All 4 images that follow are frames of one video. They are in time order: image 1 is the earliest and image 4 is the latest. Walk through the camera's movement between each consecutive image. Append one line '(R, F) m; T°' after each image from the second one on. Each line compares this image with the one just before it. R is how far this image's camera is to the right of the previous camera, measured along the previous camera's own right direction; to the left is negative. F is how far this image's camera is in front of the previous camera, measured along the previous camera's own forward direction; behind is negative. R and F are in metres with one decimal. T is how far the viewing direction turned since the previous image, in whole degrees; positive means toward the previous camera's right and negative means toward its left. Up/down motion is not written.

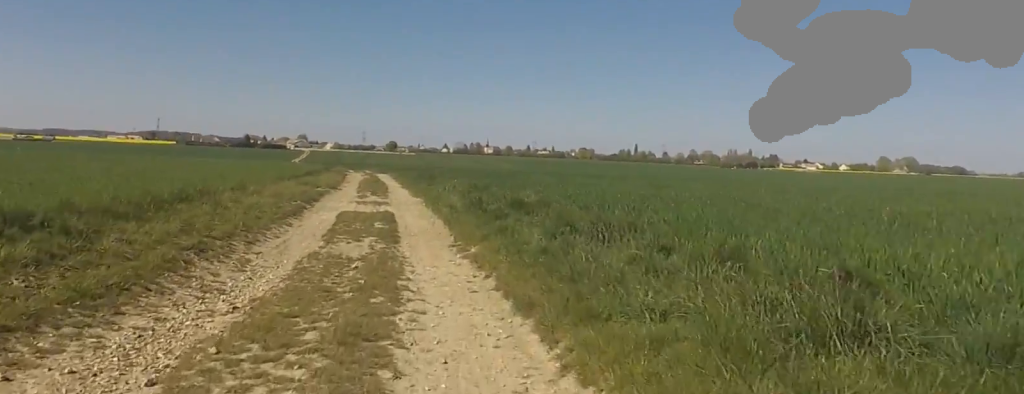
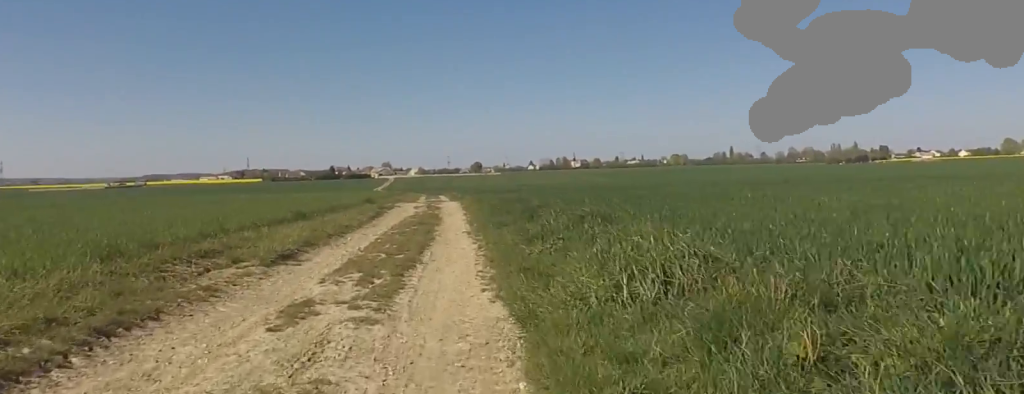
(-1.1, +10.2) m; -14°
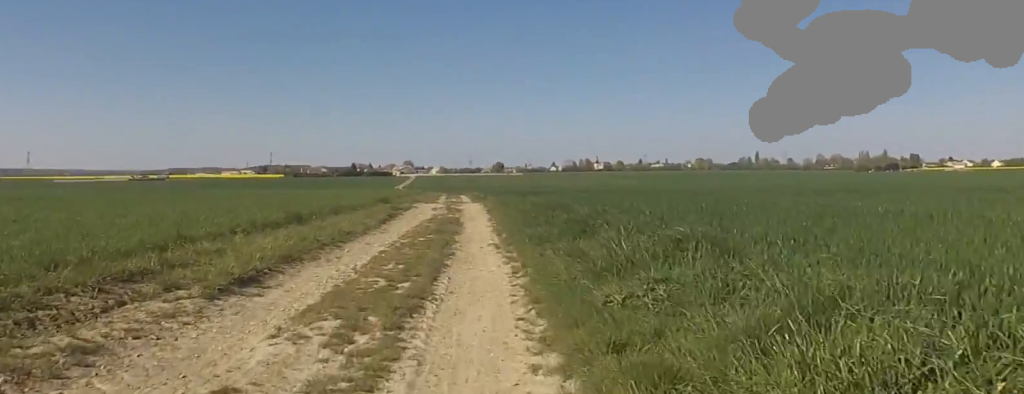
(-0.4, +3.1) m; +1°
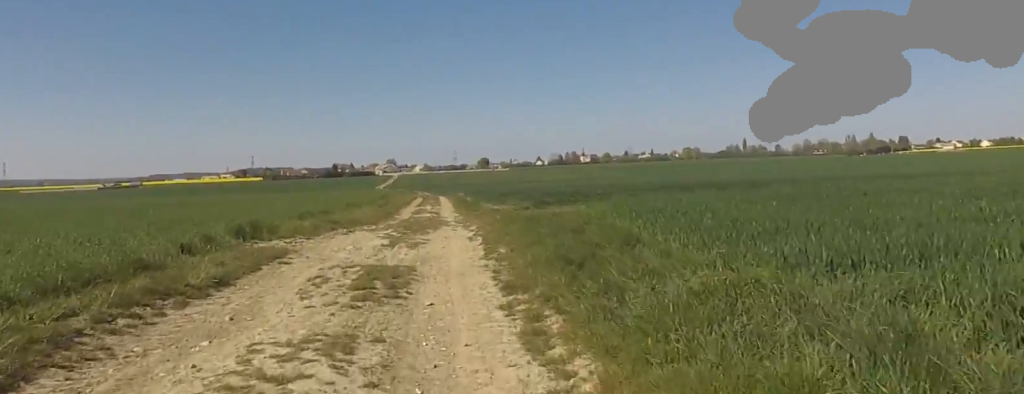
(+3.1, +18.2) m; -1°
